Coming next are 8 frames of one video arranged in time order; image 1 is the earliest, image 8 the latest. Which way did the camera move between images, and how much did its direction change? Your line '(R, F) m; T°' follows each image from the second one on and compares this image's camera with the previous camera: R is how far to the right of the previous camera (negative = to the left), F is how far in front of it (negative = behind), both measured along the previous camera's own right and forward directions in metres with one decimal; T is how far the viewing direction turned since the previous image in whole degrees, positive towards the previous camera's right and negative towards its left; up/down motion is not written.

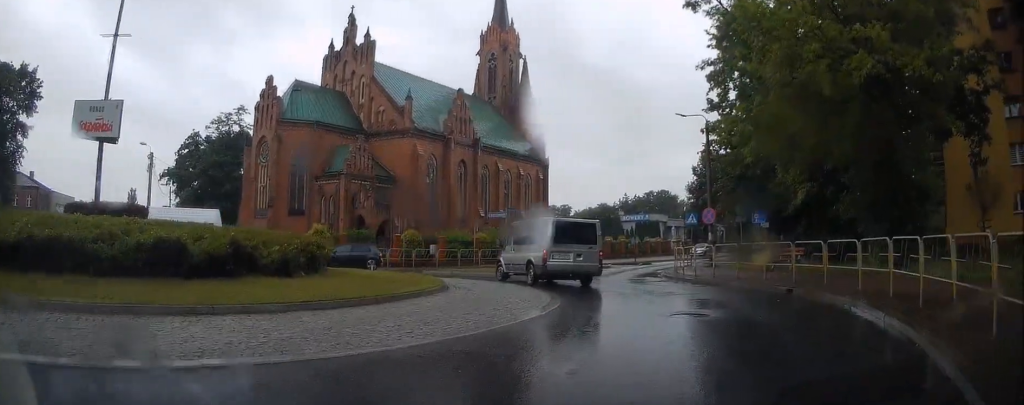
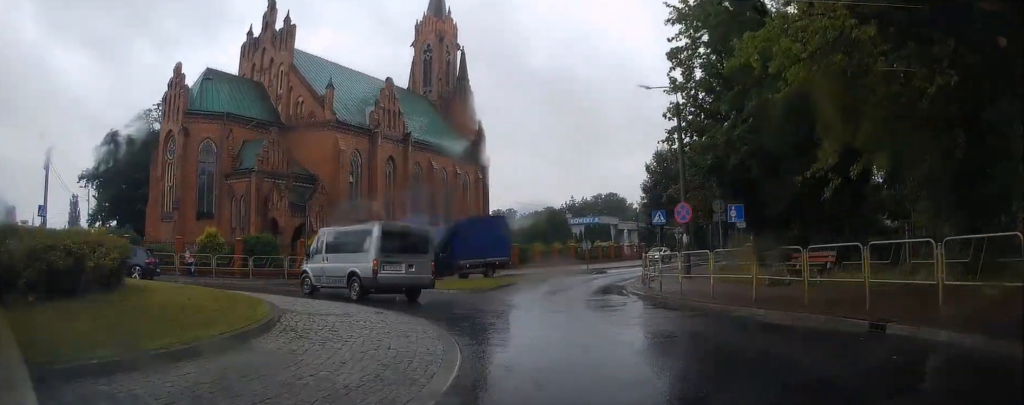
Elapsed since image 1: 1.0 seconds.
(+0.2, +6.8) m; +2°
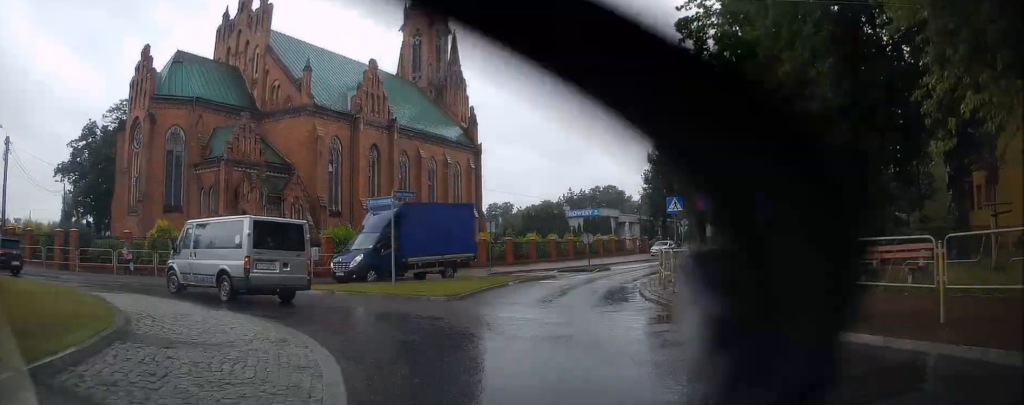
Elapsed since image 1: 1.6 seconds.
(0.0, +4.5) m; +1°
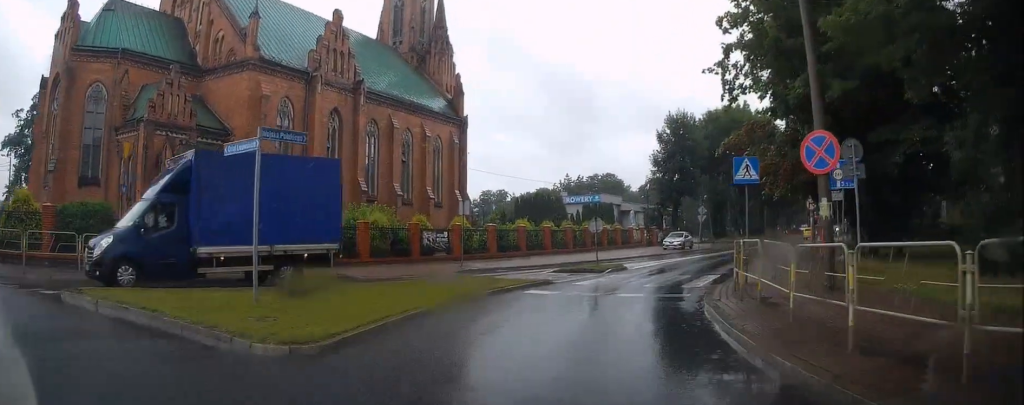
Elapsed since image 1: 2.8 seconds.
(+0.2, +9.9) m; +6°
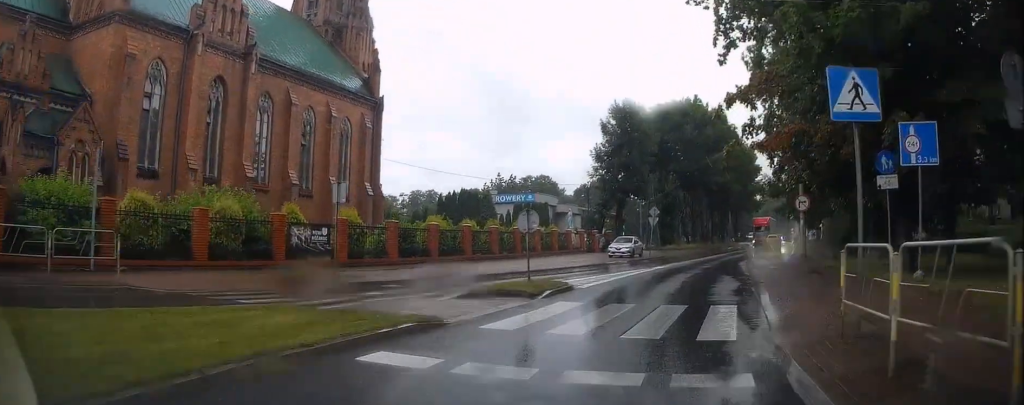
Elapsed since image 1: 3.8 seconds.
(+0.6, +8.7) m; +8°
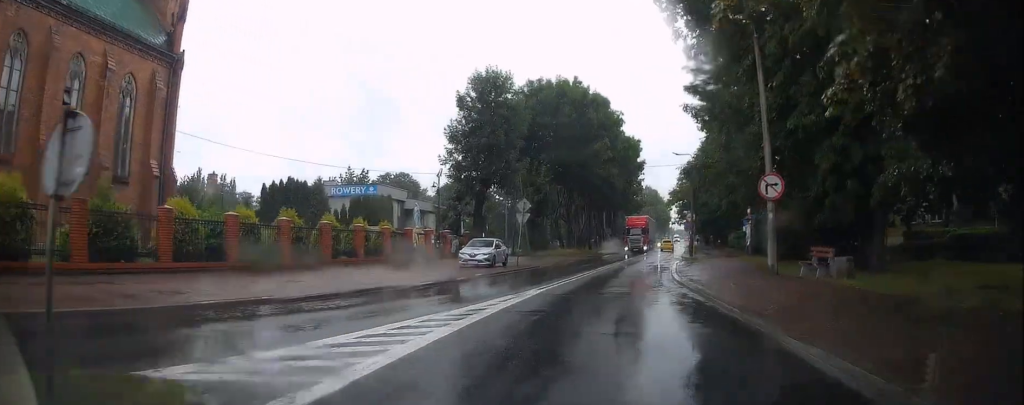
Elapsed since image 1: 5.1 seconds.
(+1.2, +13.0) m; +8°
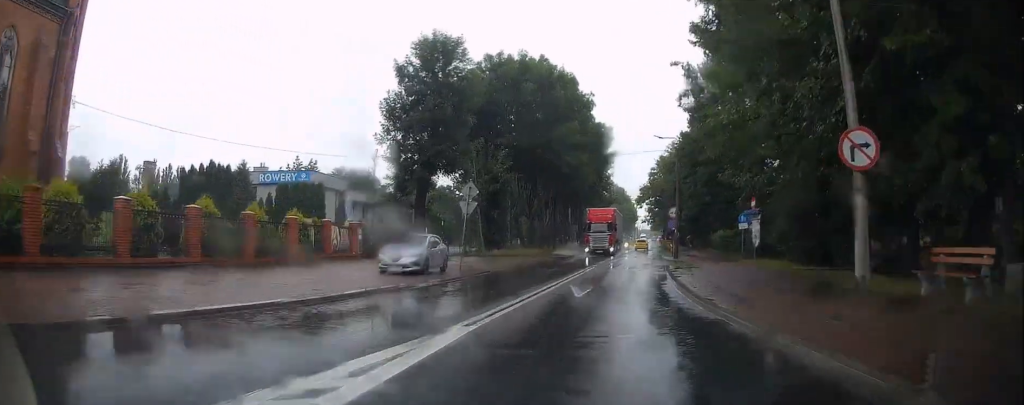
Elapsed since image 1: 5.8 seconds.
(+0.2, +8.4) m; +3°
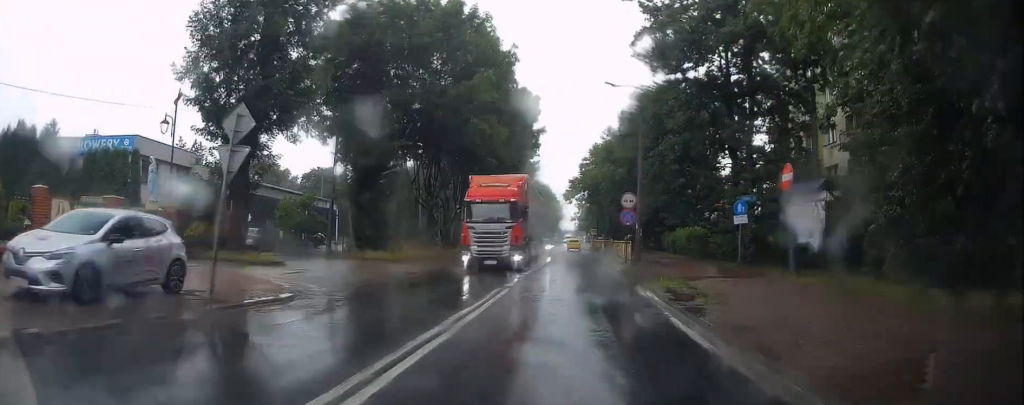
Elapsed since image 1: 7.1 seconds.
(+0.5, +14.9) m; +4°
